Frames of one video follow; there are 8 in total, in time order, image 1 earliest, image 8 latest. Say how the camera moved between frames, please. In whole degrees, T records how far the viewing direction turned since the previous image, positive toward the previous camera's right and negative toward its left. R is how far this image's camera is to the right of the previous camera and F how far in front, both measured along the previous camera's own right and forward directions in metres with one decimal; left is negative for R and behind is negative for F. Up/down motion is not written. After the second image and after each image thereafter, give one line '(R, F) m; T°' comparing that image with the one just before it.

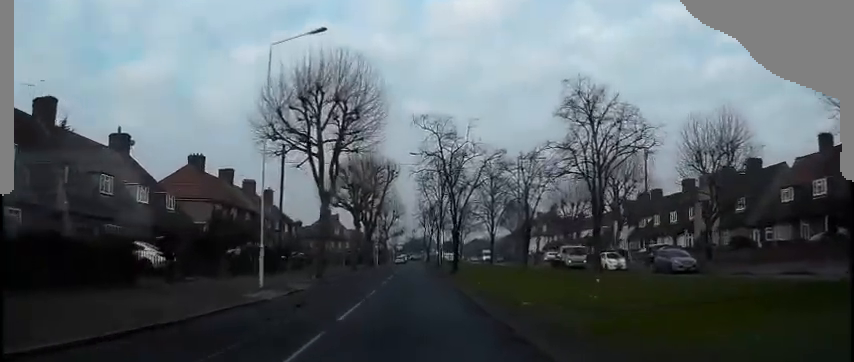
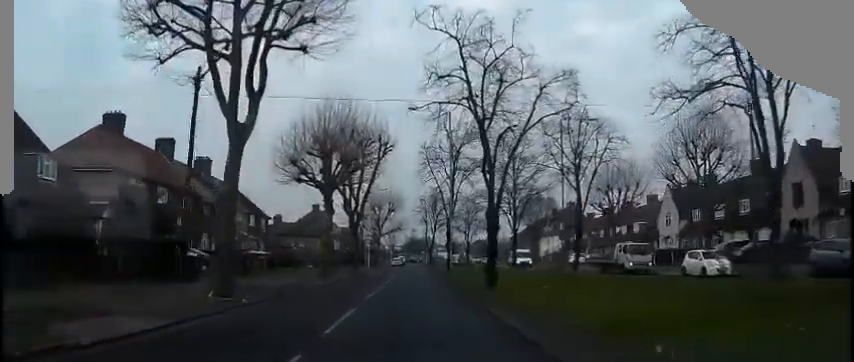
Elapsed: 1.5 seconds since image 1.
(0.0, +17.2) m; 0°
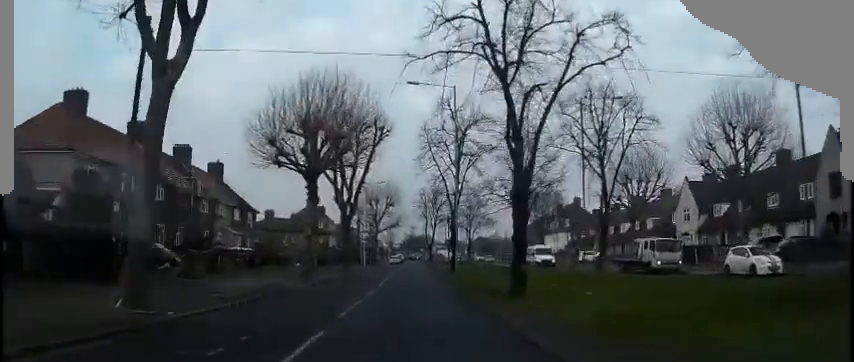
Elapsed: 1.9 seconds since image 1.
(0.0, +5.4) m; 0°
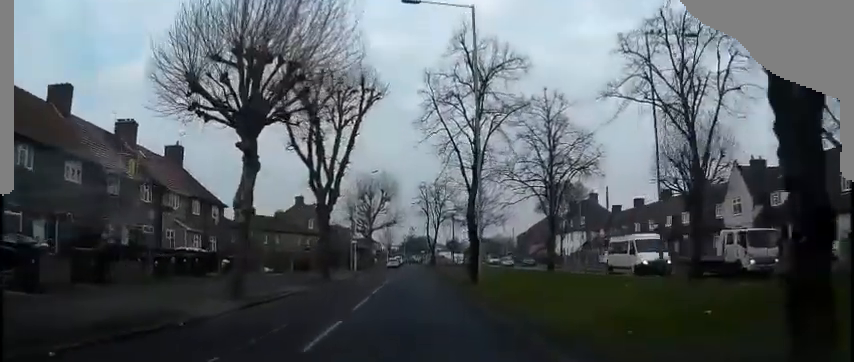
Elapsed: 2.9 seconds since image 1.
(0.0, +11.7) m; 0°
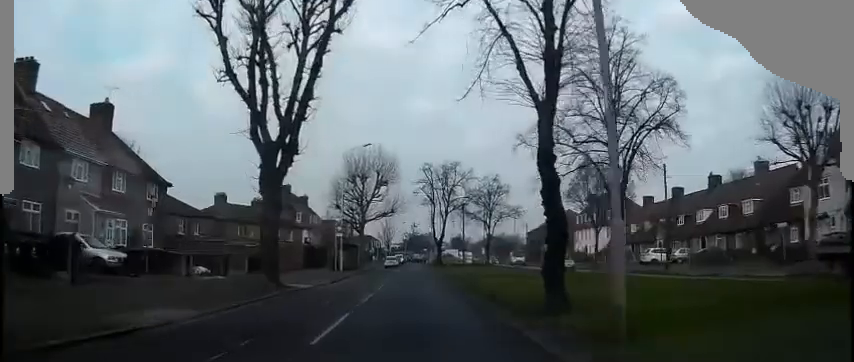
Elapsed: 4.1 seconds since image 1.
(0.0, +14.0) m; 0°
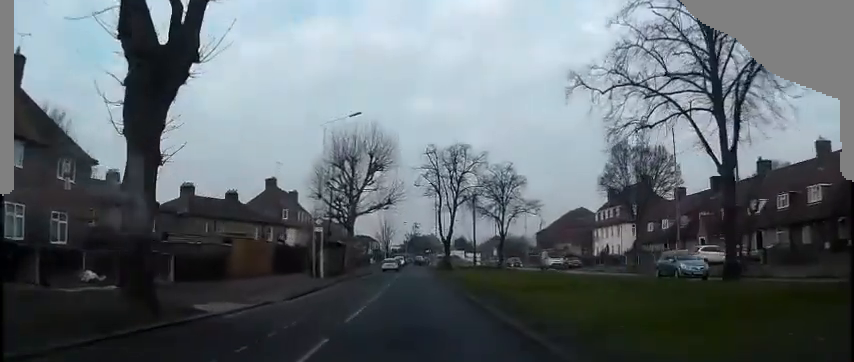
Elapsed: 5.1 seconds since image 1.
(-0.1, +11.2) m; 0°
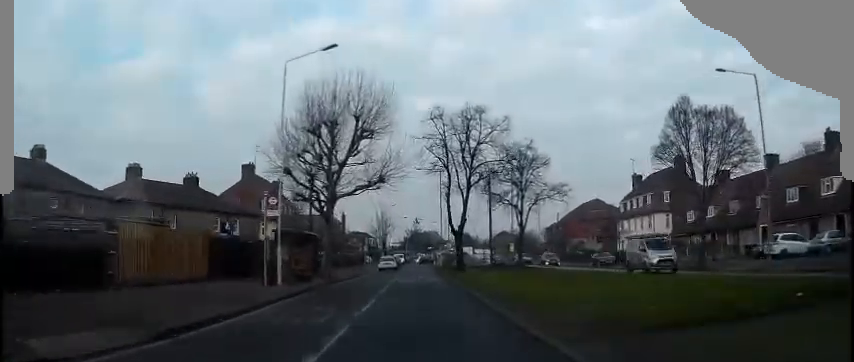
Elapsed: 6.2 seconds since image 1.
(+0.1, +12.6) m; 0°
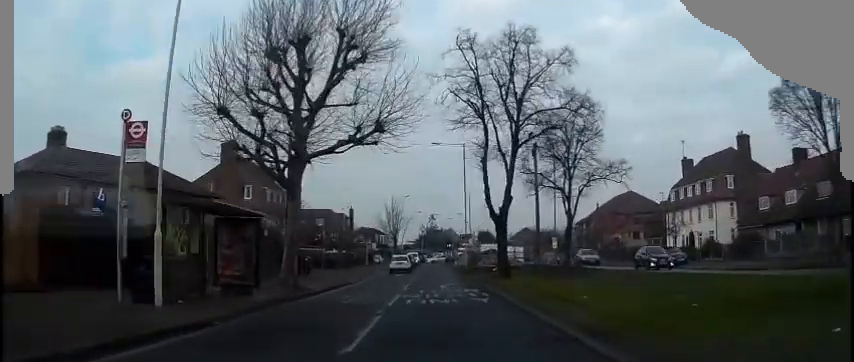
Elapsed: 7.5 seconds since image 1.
(-0.3, +13.9) m; -2°
